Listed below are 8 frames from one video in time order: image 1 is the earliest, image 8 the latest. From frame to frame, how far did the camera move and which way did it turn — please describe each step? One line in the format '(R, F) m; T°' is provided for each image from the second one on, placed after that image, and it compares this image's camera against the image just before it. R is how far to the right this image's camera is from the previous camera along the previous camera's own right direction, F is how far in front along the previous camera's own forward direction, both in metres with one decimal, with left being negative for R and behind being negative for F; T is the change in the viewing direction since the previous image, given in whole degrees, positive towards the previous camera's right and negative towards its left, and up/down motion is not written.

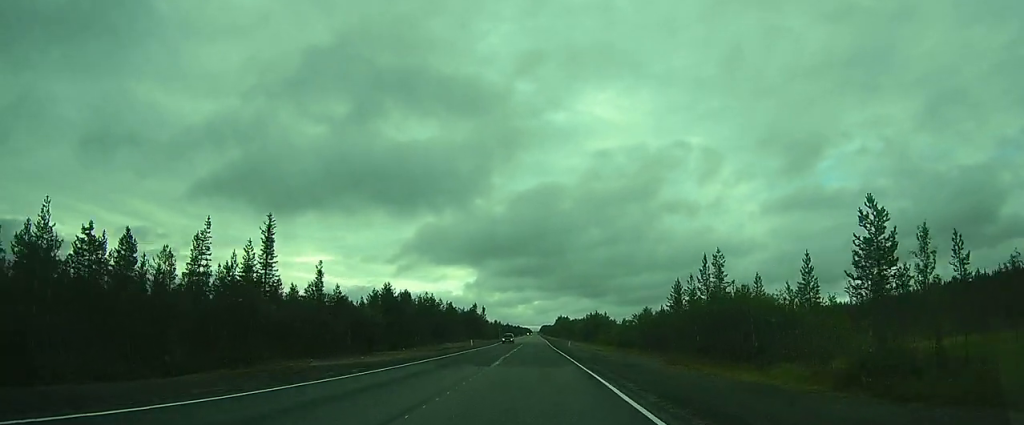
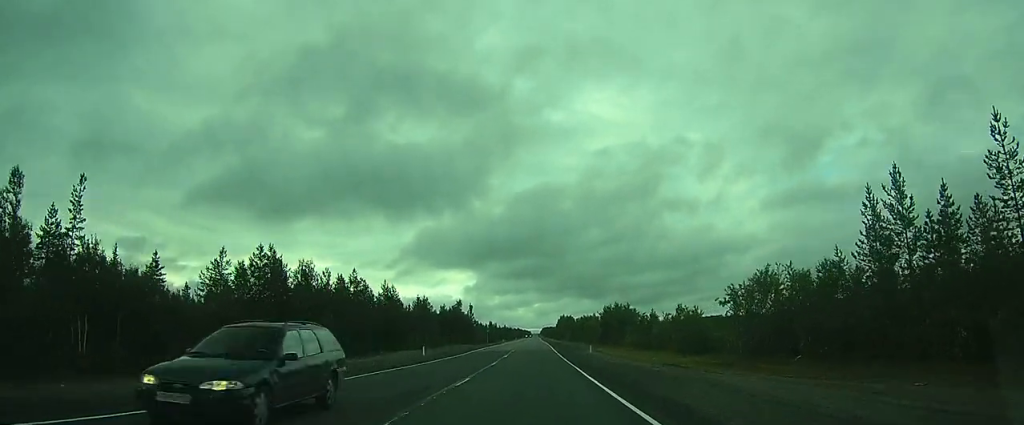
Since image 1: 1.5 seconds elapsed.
(-0.1, +34.4) m; -1°
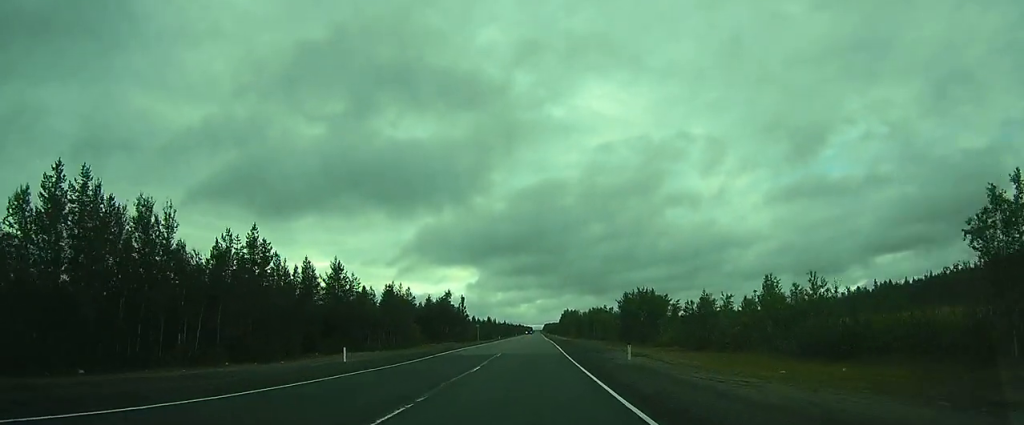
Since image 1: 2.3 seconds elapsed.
(-0.3, +19.7) m; -1°
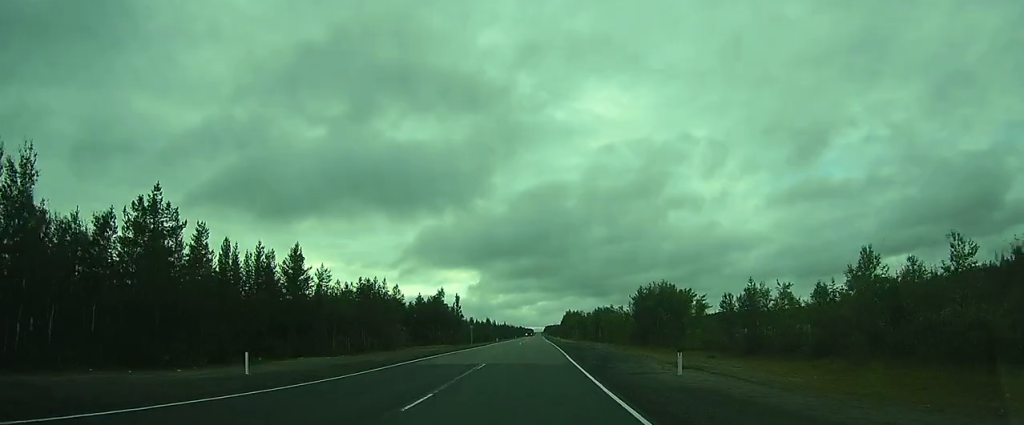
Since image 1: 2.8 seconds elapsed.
(0.0, +9.7) m; 0°
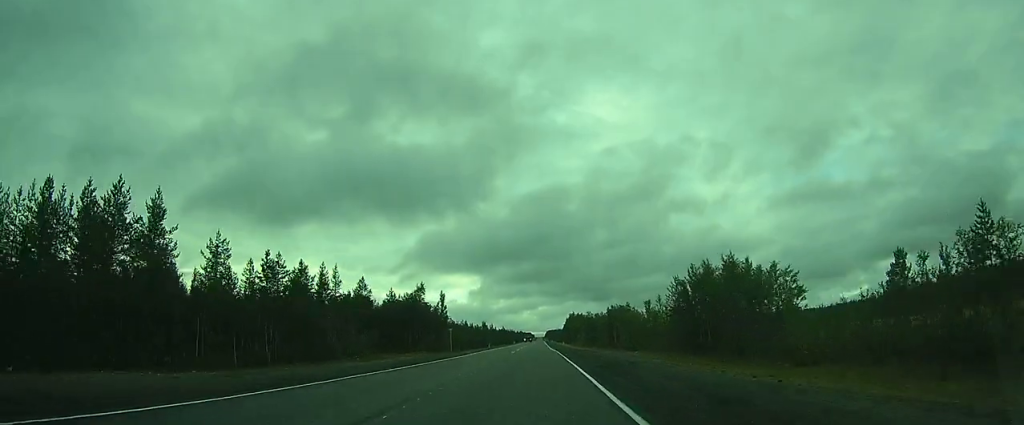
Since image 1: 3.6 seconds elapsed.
(-0.1, +19.1) m; 0°
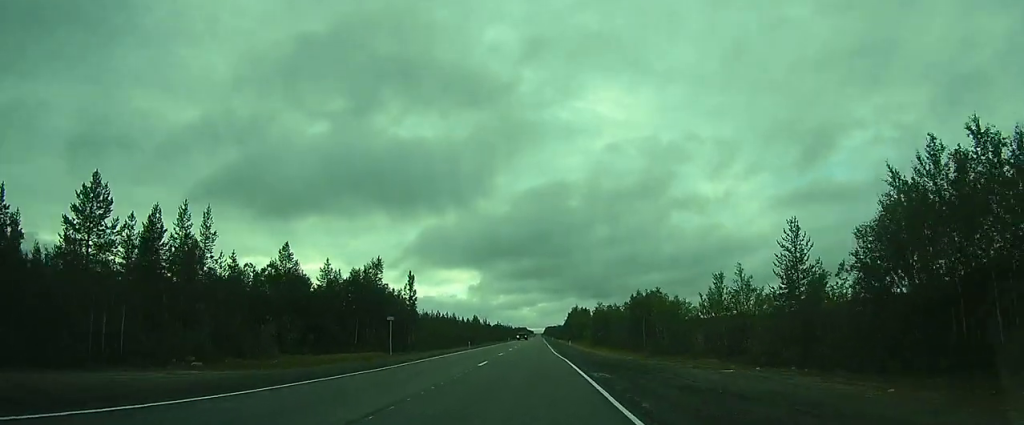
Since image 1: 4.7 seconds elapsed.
(-0.1, +23.9) m; -1°
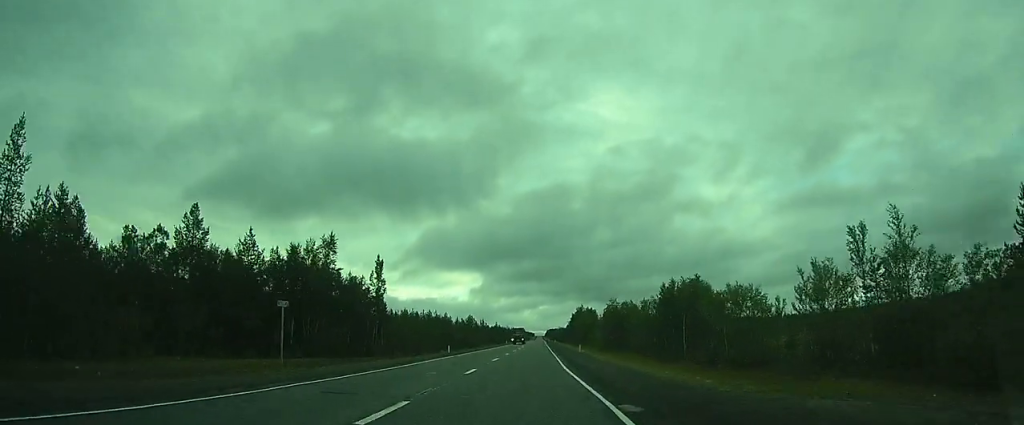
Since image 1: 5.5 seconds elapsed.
(-0.2, +15.8) m; -1°
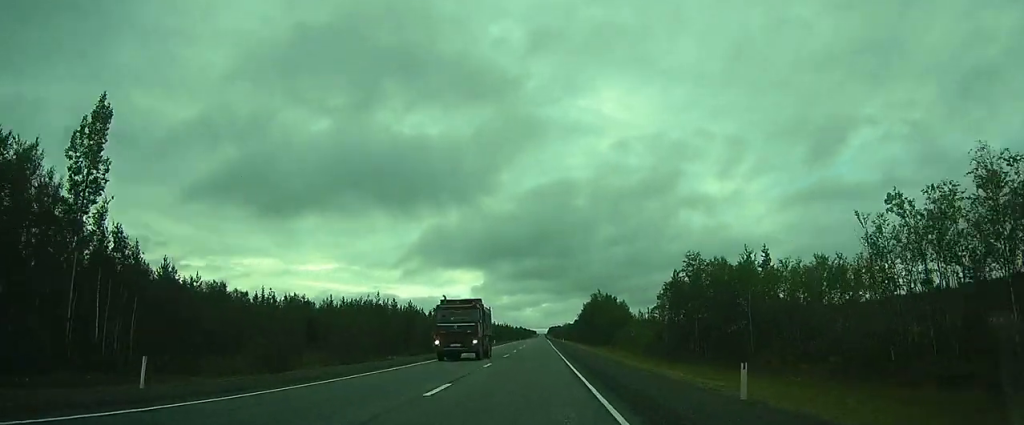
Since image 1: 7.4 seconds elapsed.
(+0.3, +42.1) m; +1°
